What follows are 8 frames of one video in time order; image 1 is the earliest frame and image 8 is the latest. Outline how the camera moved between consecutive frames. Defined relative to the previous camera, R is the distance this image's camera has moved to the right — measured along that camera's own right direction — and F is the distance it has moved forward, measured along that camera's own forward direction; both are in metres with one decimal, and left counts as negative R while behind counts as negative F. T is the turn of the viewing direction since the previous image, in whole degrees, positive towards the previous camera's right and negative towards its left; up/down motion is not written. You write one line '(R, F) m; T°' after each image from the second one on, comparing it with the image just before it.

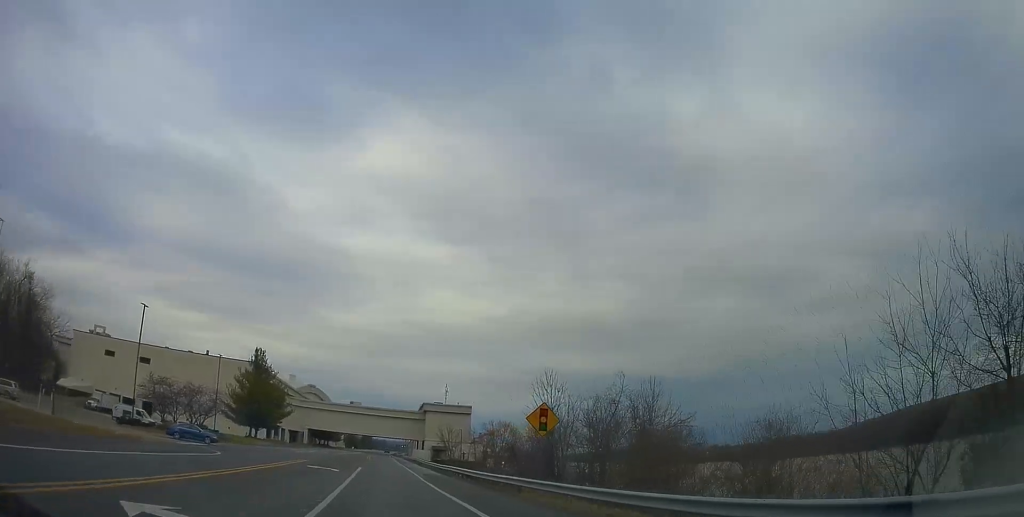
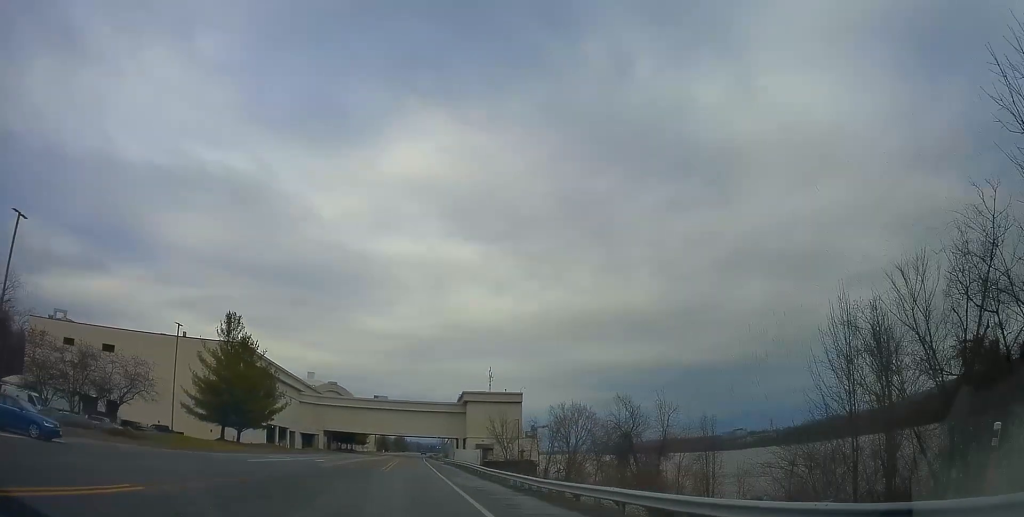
(-1.3, +28.1) m; -4°
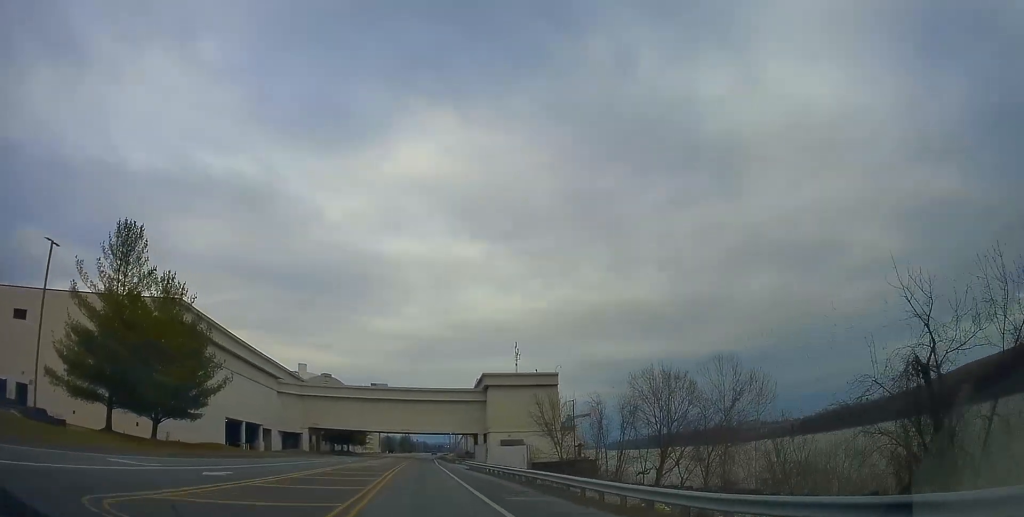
(-0.3, +26.9) m; 0°
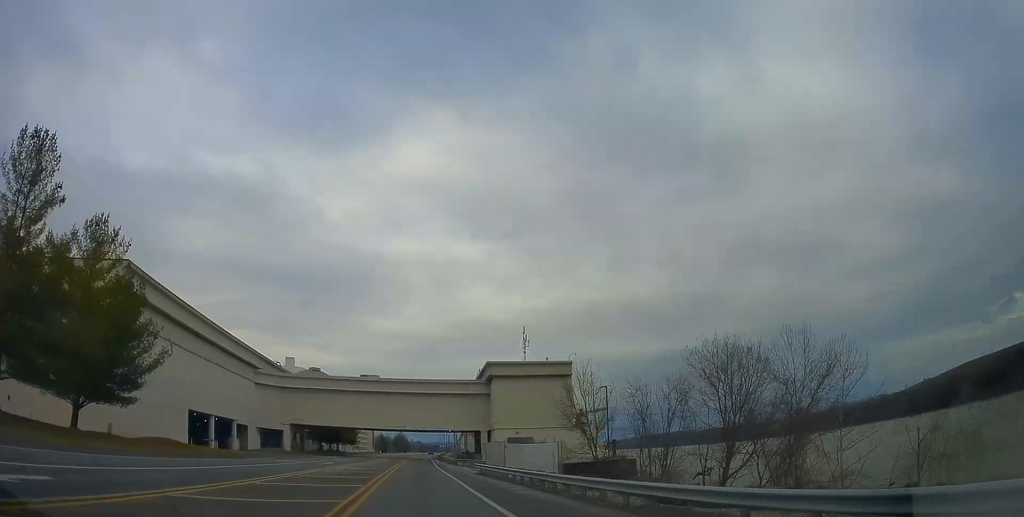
(+0.2, +12.0) m; +1°
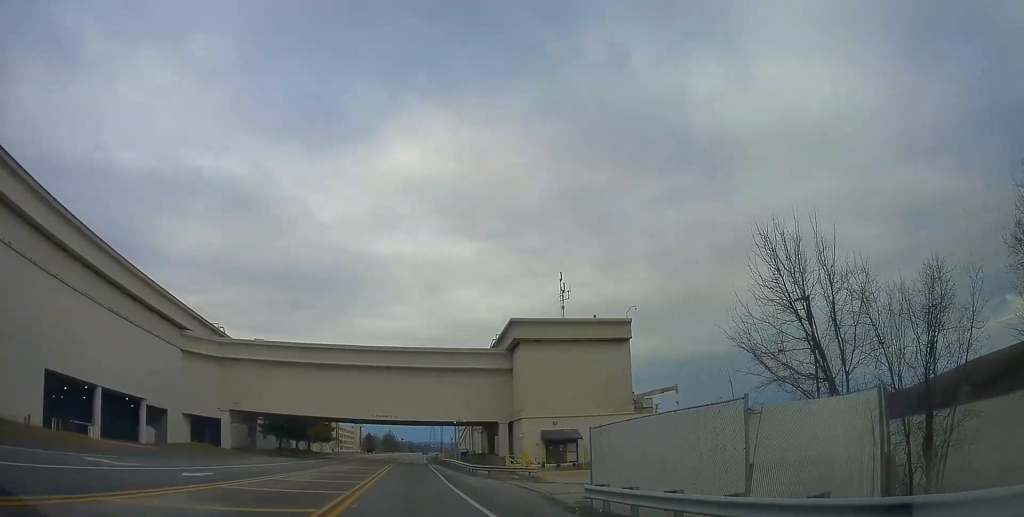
(-0.2, +27.9) m; 0°
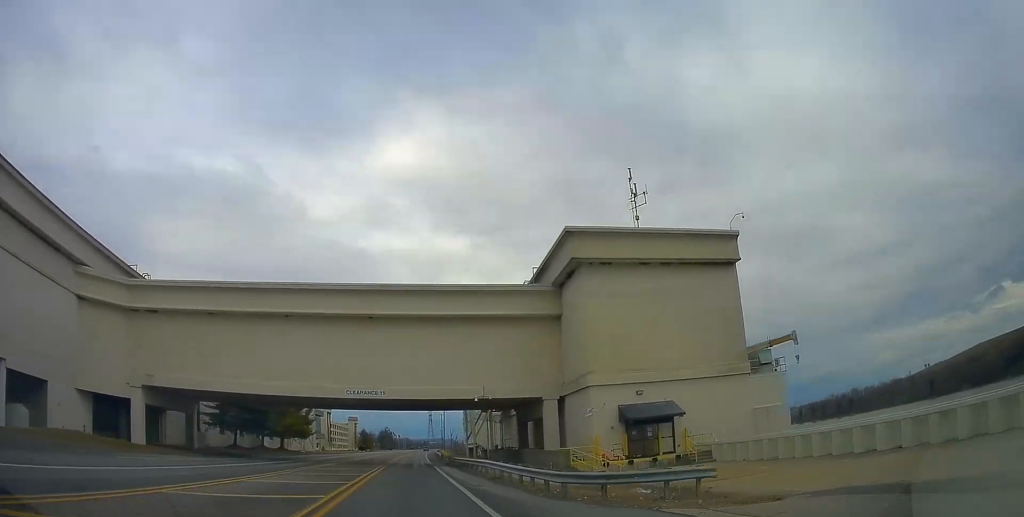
(+0.1, +22.7) m; +1°
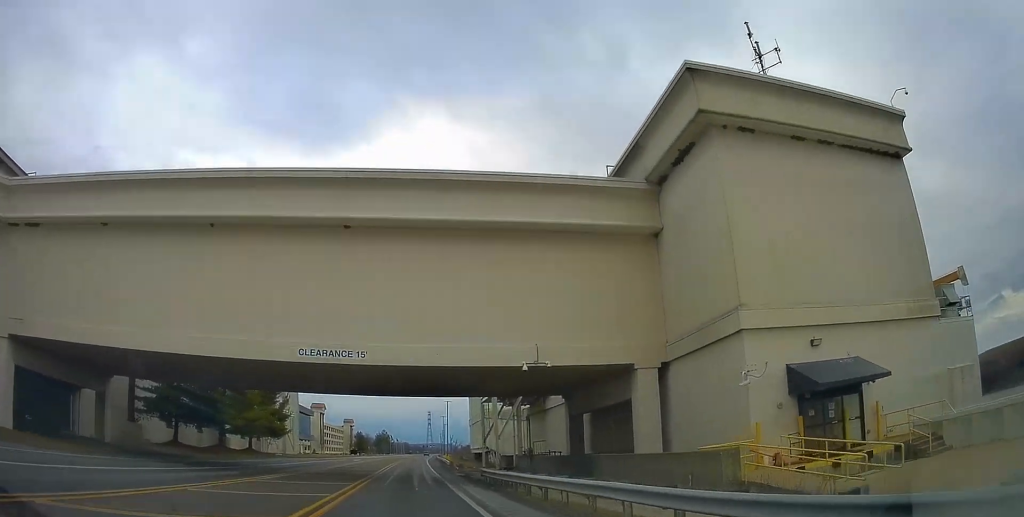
(+0.4, +17.4) m; +1°
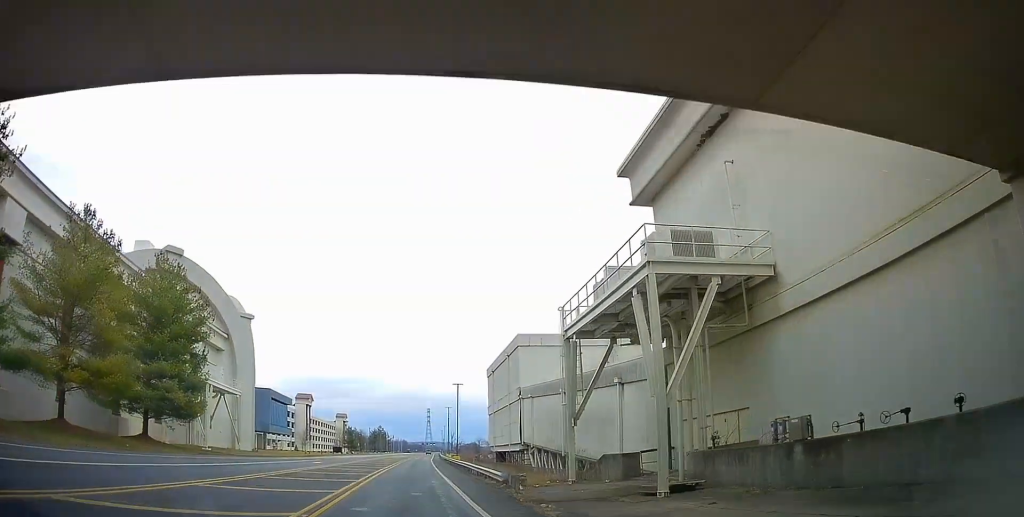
(-0.1, +30.4) m; +1°
